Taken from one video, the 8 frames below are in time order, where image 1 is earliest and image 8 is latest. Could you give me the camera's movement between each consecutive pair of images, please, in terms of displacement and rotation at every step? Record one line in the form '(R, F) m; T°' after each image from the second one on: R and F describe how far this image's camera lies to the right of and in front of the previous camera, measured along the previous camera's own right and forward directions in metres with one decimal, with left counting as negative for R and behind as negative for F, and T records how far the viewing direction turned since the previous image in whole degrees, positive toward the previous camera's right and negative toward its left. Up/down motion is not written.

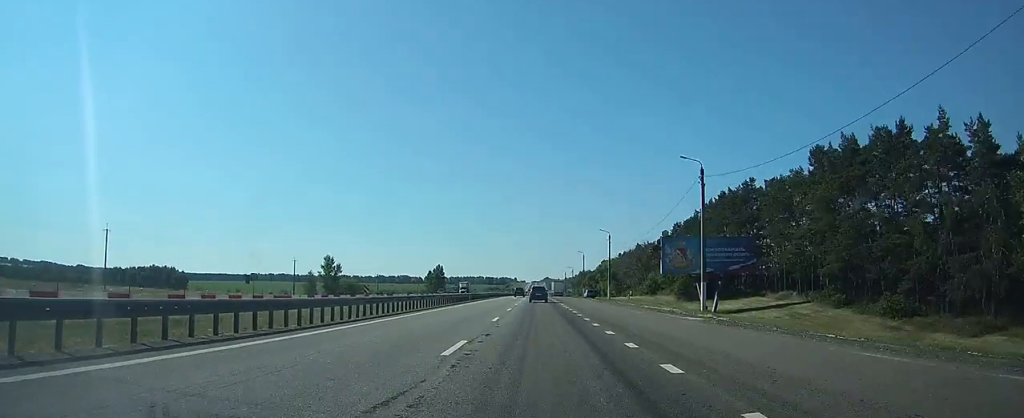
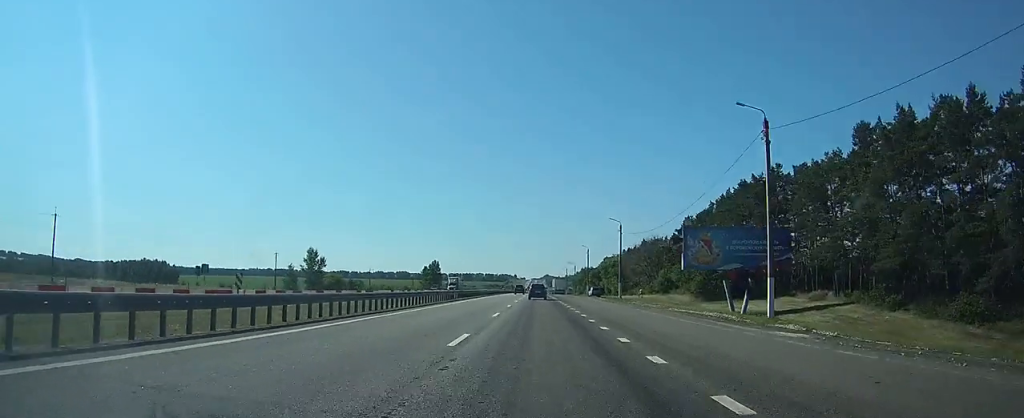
(0.0, +11.0) m; 0°
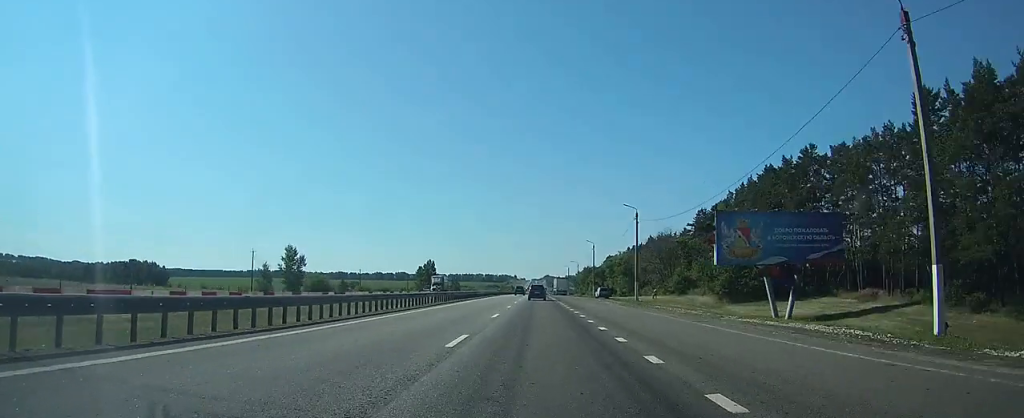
(0.0, +11.8) m; 0°
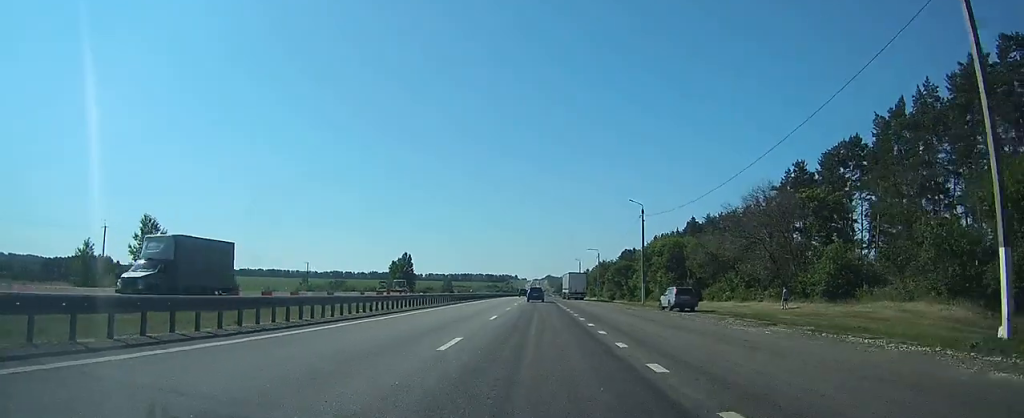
(+0.1, +48.3) m; 0°
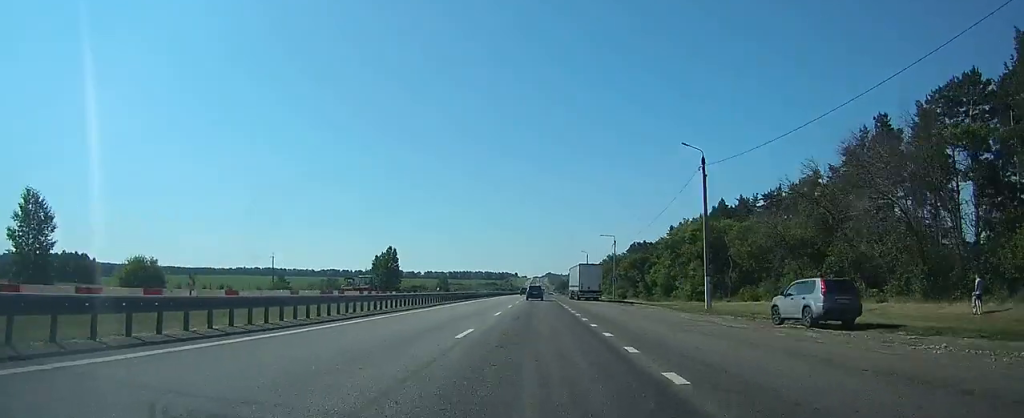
(0.0, +21.3) m; 0°
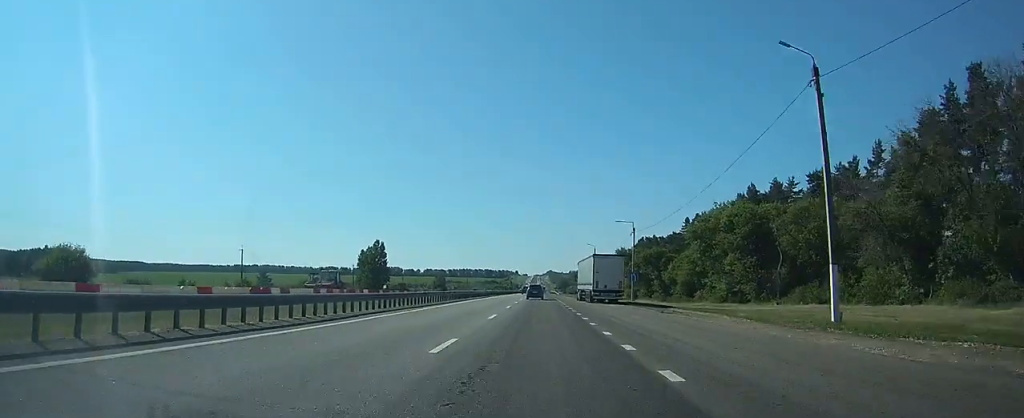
(0.0, +15.4) m; 0°
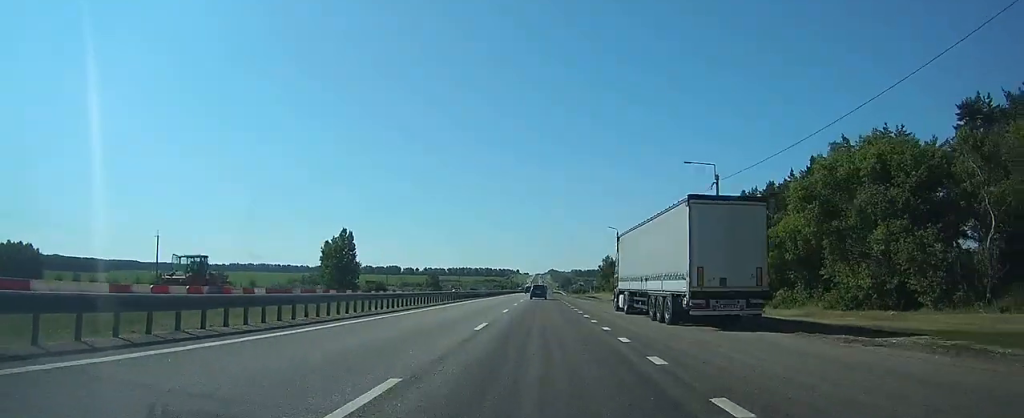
(-0.1, +30.2) m; 0°
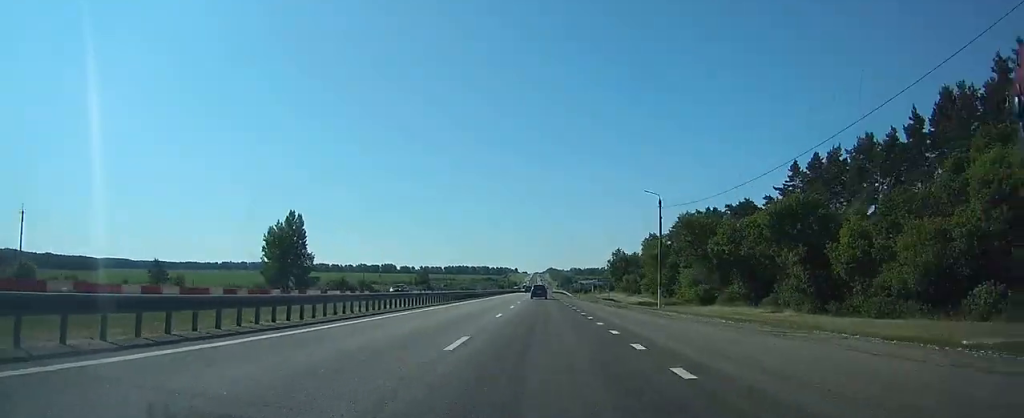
(0.0, +29.6) m; 0°
